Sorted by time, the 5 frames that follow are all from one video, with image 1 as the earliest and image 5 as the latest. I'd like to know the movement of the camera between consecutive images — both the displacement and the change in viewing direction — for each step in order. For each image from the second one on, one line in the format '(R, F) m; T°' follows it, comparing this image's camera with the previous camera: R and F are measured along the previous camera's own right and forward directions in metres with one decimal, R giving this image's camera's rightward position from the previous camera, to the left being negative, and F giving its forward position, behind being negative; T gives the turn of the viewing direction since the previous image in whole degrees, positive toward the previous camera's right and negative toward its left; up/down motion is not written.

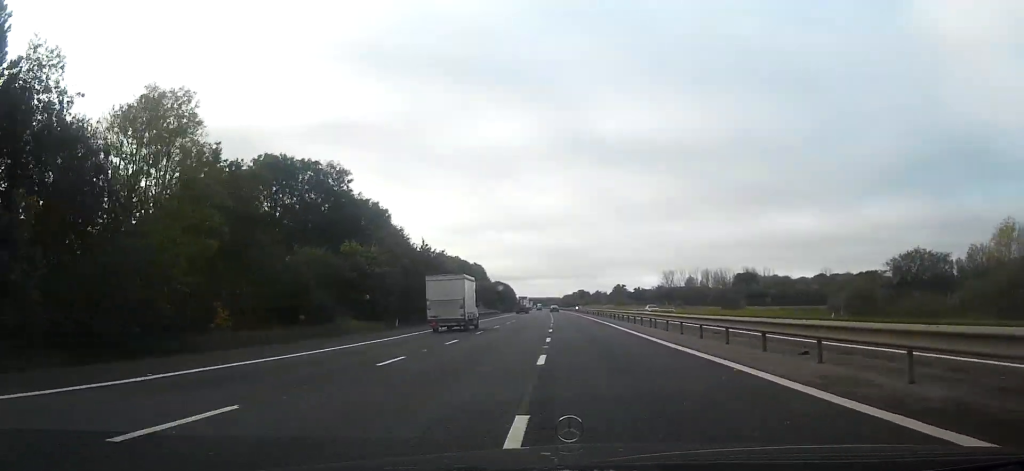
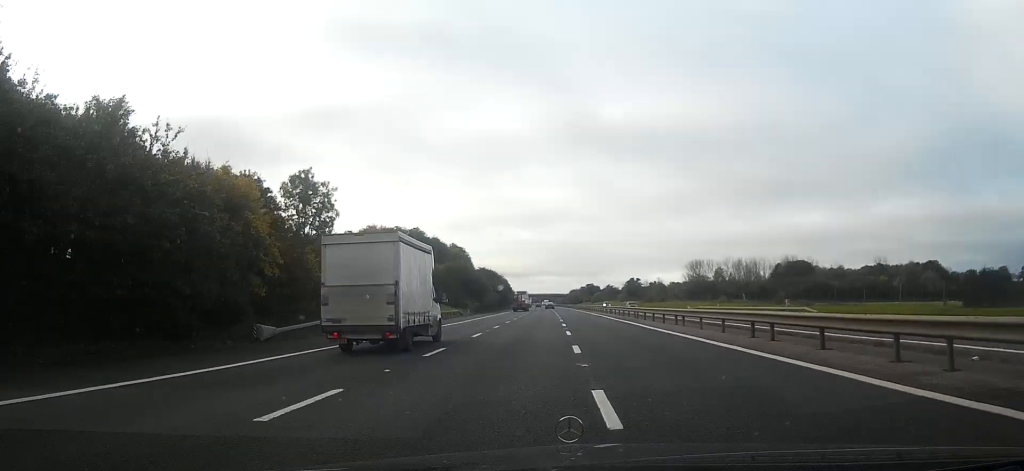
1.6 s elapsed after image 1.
(-0.5, +61.0) m; -1°
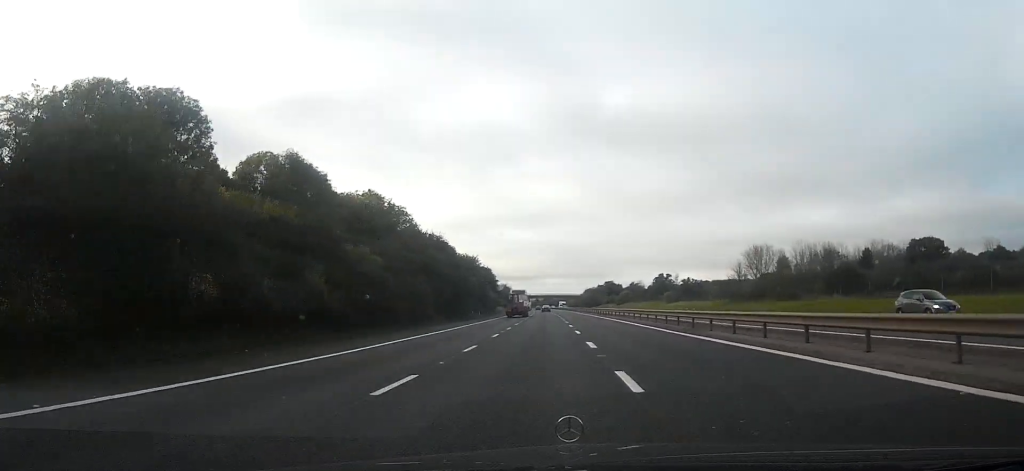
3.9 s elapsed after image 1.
(-0.3, +86.7) m; 0°
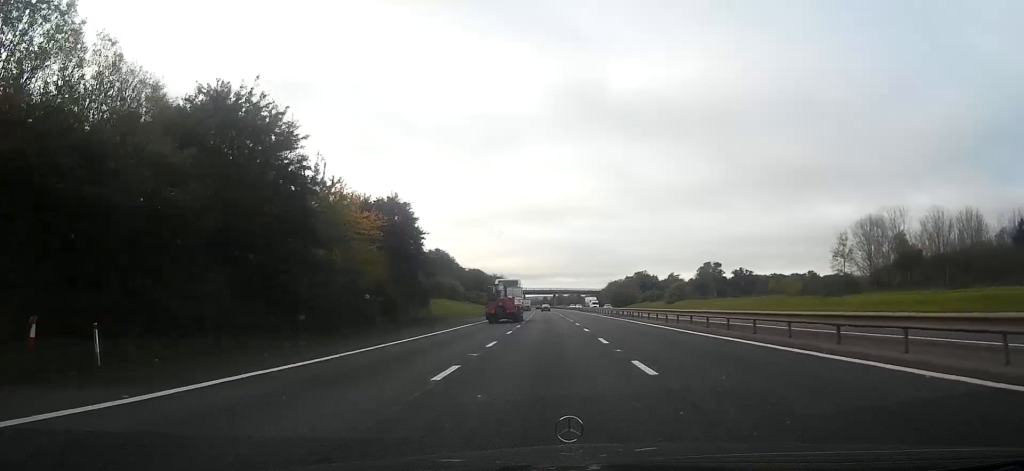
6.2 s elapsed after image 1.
(-0.9, +87.5) m; -1°
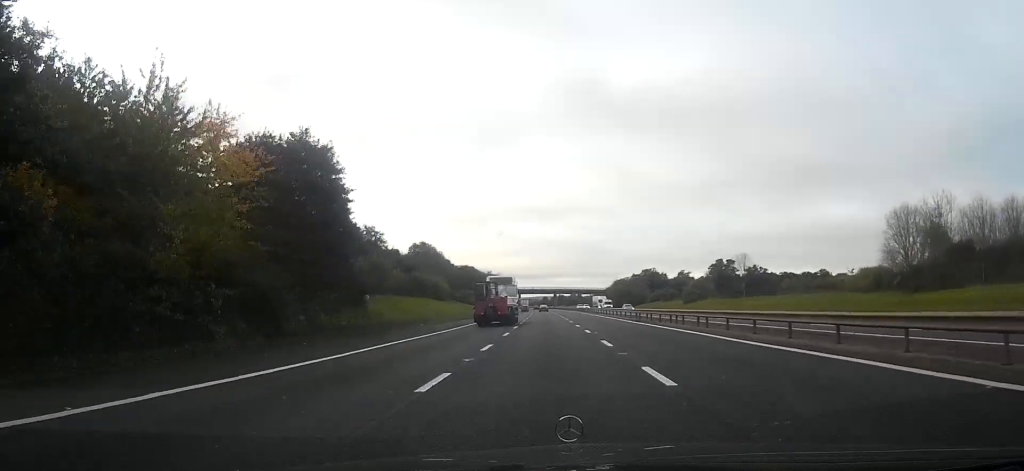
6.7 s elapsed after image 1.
(0.0, +19.3) m; 0°
